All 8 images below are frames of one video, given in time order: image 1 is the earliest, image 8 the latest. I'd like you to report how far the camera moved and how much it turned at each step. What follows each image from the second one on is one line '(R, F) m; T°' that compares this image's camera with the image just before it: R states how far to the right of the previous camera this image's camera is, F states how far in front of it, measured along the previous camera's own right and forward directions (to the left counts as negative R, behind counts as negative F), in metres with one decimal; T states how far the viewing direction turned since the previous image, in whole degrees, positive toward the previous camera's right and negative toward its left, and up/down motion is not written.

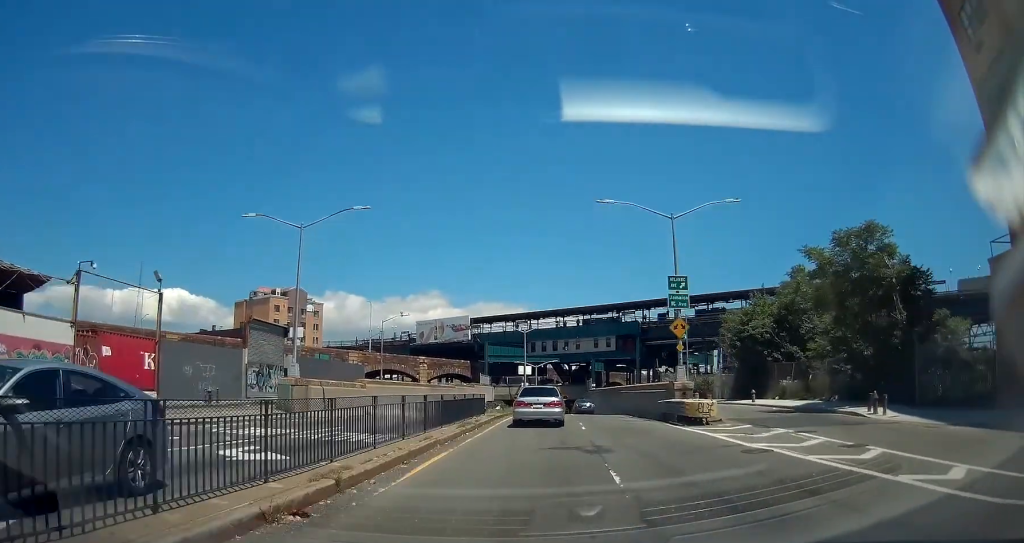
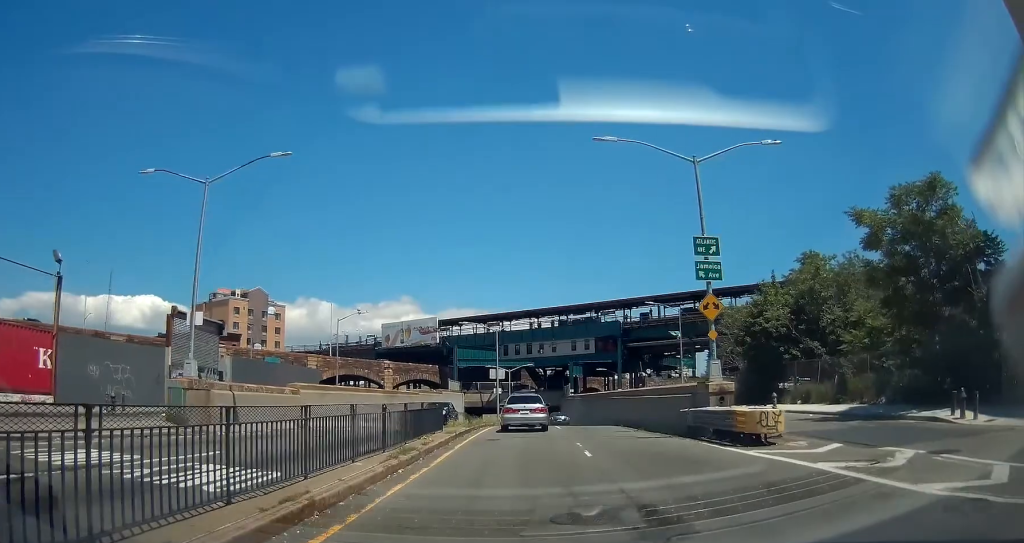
(+0.1, +7.1) m; +1°
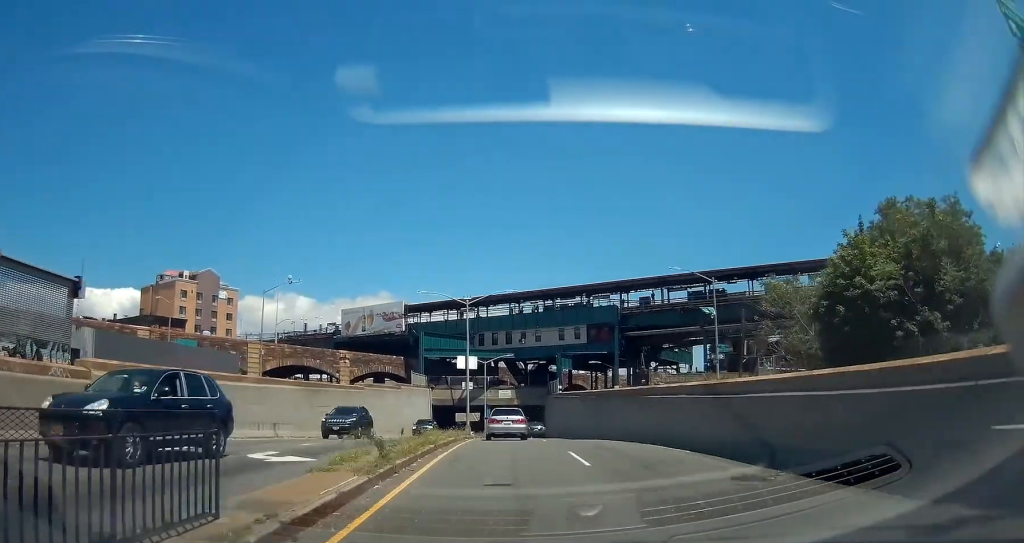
(+0.2, +14.1) m; +2°
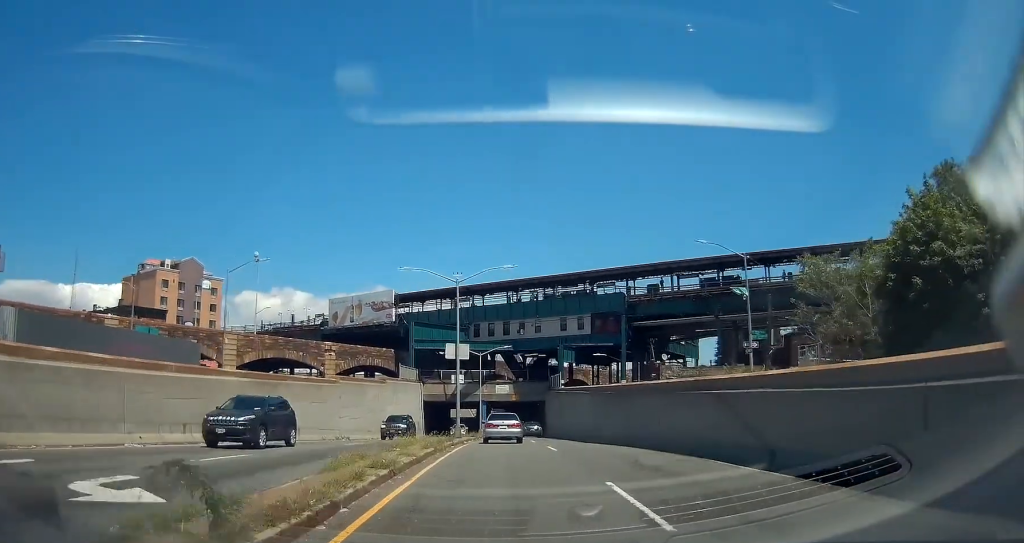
(0.0, +6.1) m; +1°
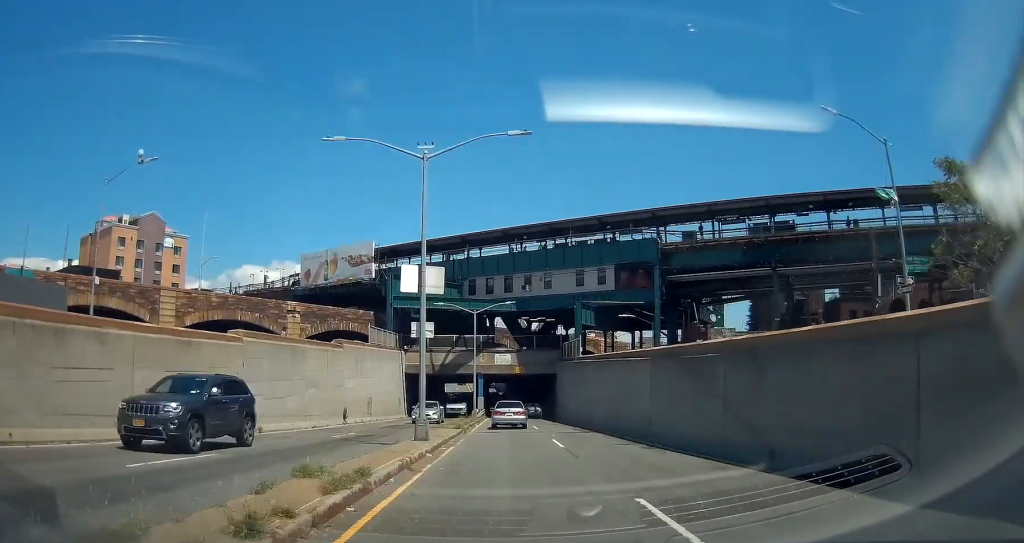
(+0.3, +14.8) m; +1°
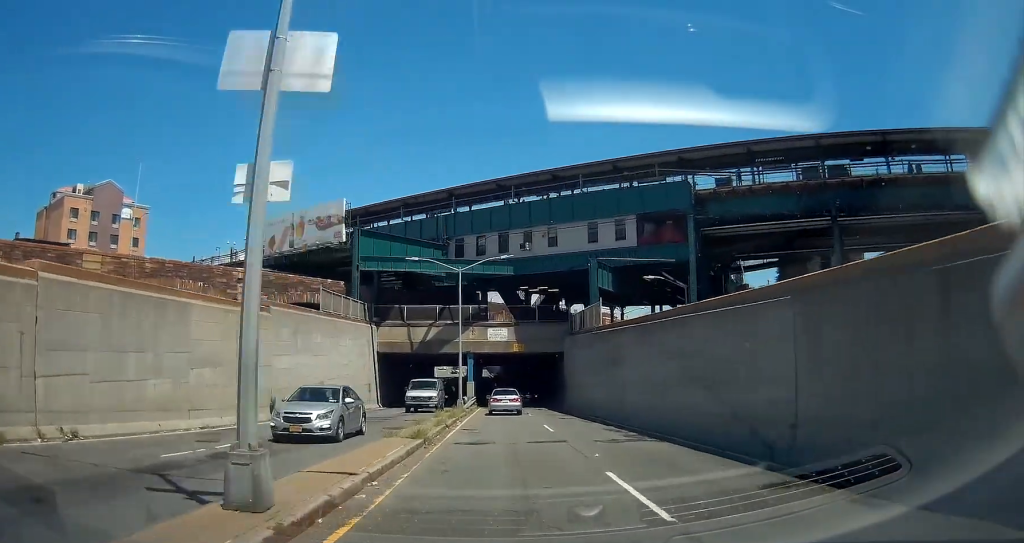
(0.0, +11.8) m; 0°
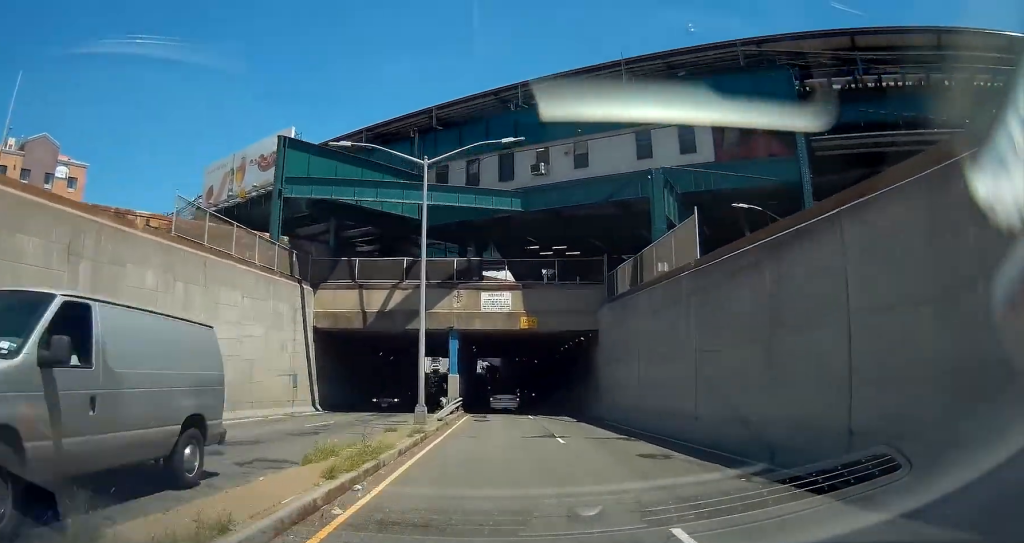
(0.0, +17.0) m; 0°
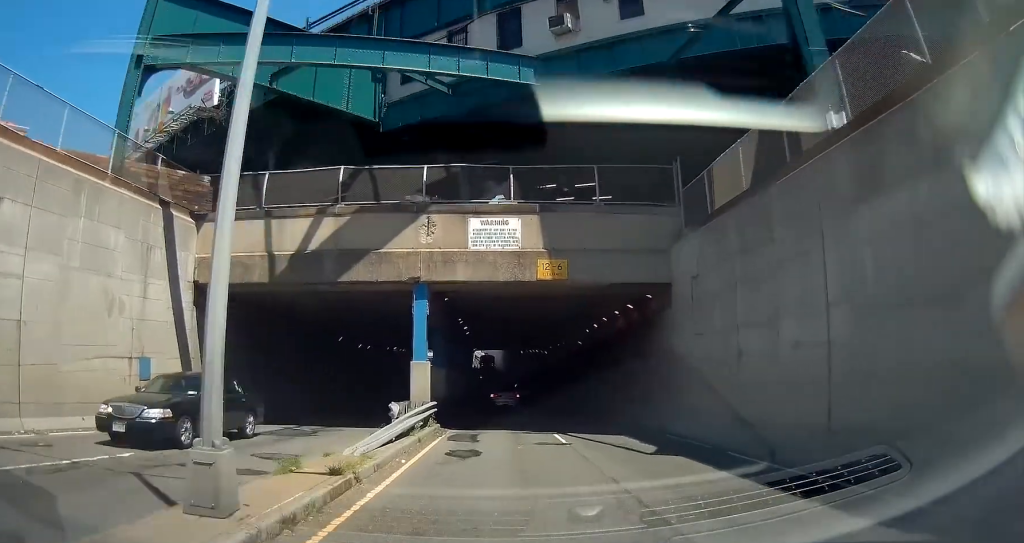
(0.0, +13.3) m; 0°
